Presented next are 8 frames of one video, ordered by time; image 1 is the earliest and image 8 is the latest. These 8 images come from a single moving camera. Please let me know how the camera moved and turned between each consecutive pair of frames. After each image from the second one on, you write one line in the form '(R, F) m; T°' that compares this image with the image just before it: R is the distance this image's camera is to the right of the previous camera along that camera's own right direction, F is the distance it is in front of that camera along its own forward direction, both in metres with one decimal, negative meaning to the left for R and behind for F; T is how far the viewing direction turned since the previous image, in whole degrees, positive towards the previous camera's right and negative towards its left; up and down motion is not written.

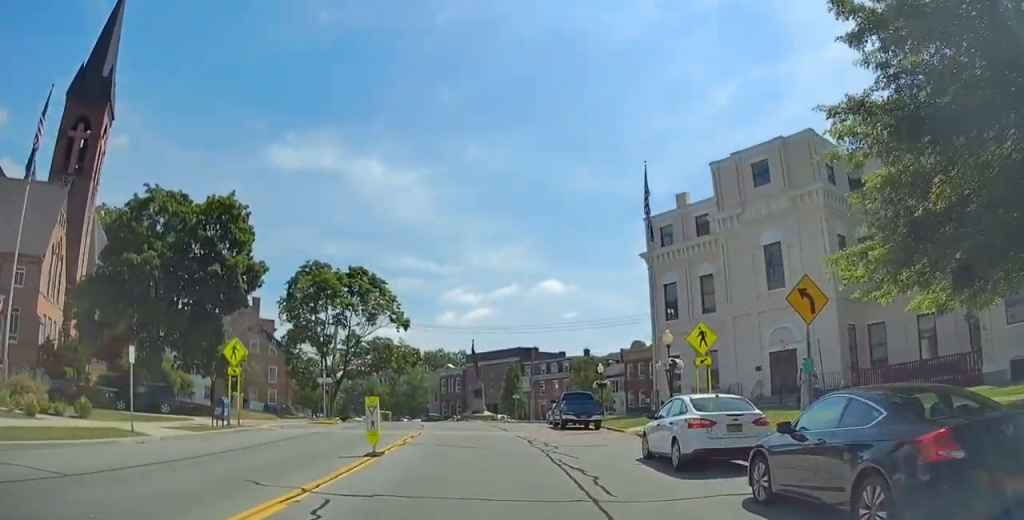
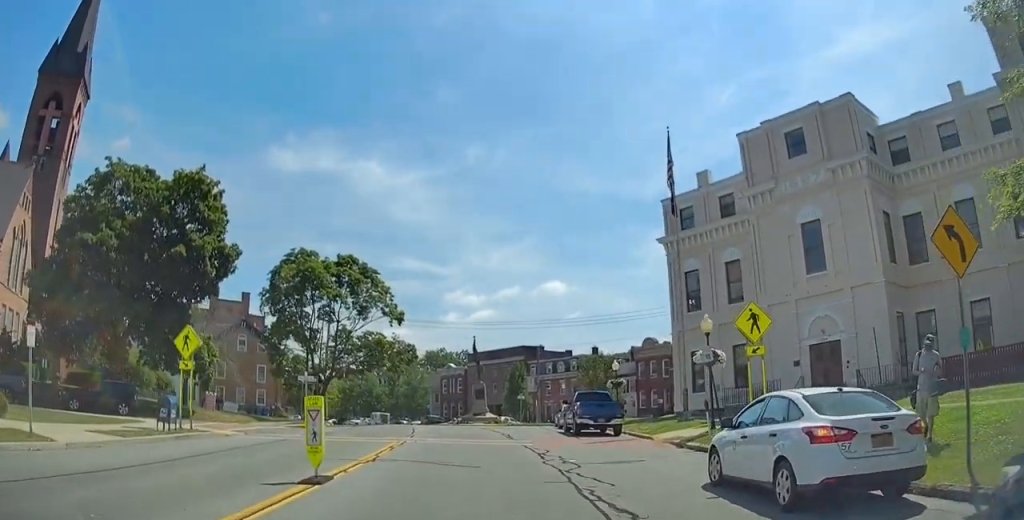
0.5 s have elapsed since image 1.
(+0.2, +5.0) m; +1°
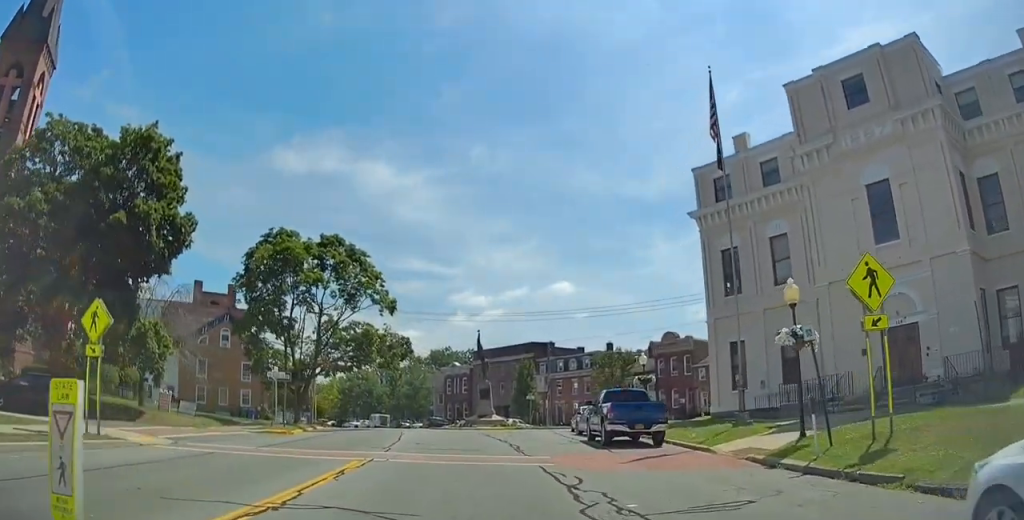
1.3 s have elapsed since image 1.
(0.0, +6.6) m; -1°
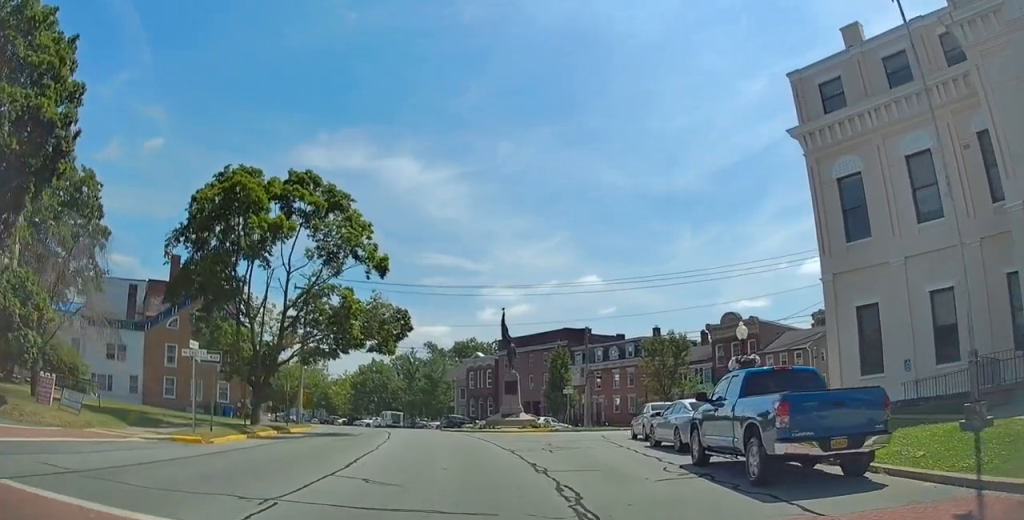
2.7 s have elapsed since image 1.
(-0.6, +12.0) m; -4°
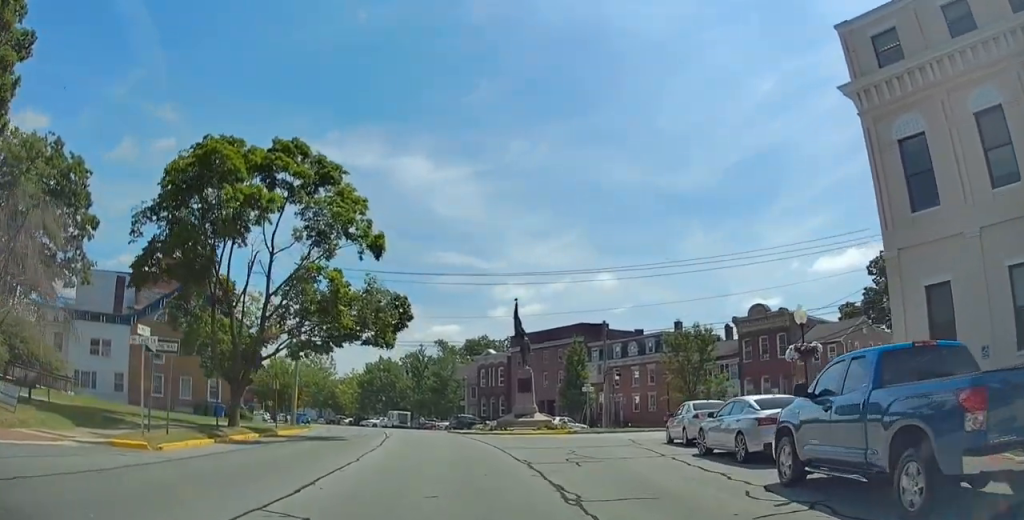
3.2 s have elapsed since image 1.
(+0.1, +4.2) m; 0°
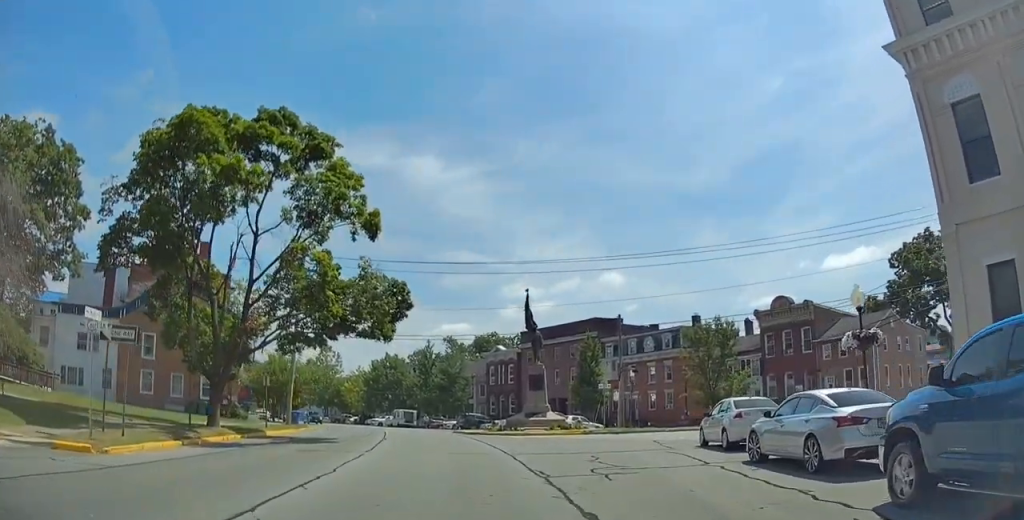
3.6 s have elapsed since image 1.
(+0.1, +3.1) m; 0°
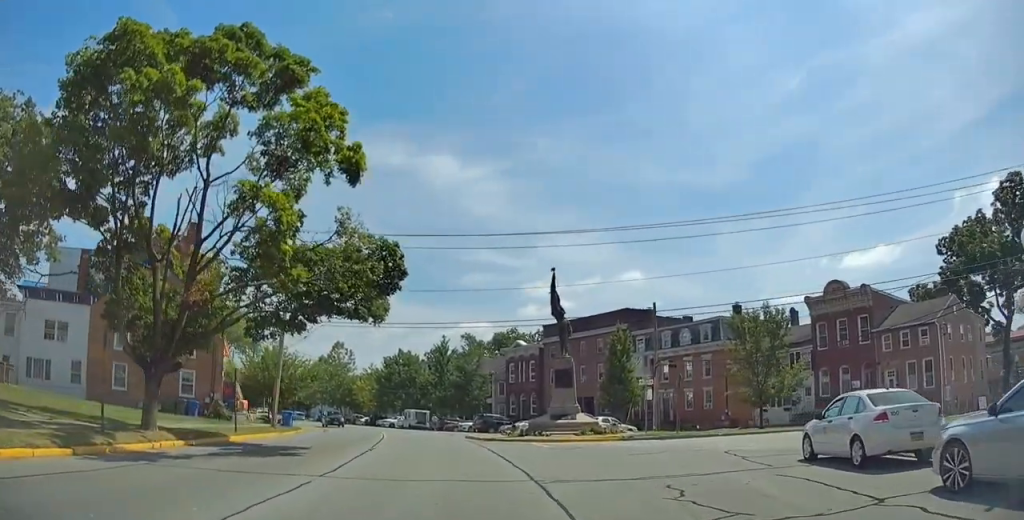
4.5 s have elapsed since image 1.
(-0.2, +6.3) m; -2°
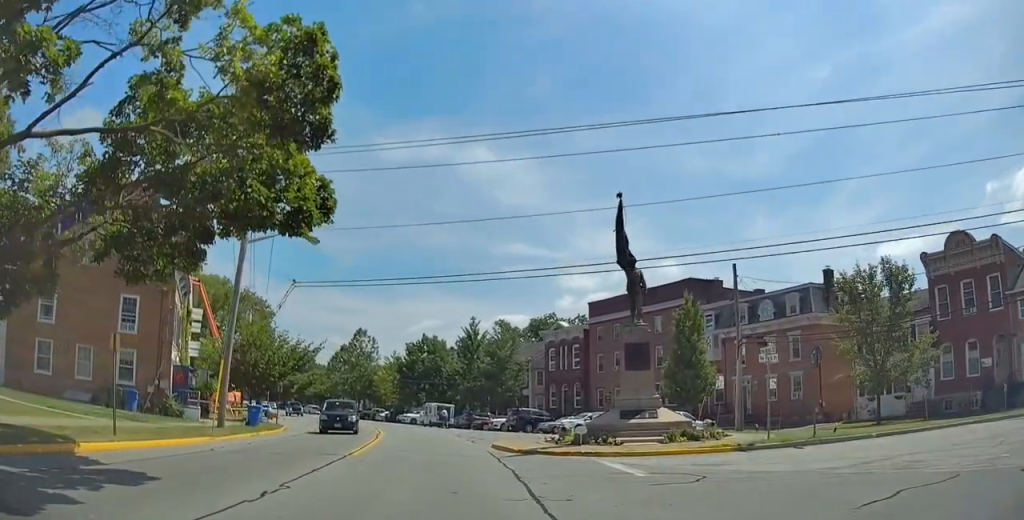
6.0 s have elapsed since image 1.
(-0.4, +11.7) m; -6°
